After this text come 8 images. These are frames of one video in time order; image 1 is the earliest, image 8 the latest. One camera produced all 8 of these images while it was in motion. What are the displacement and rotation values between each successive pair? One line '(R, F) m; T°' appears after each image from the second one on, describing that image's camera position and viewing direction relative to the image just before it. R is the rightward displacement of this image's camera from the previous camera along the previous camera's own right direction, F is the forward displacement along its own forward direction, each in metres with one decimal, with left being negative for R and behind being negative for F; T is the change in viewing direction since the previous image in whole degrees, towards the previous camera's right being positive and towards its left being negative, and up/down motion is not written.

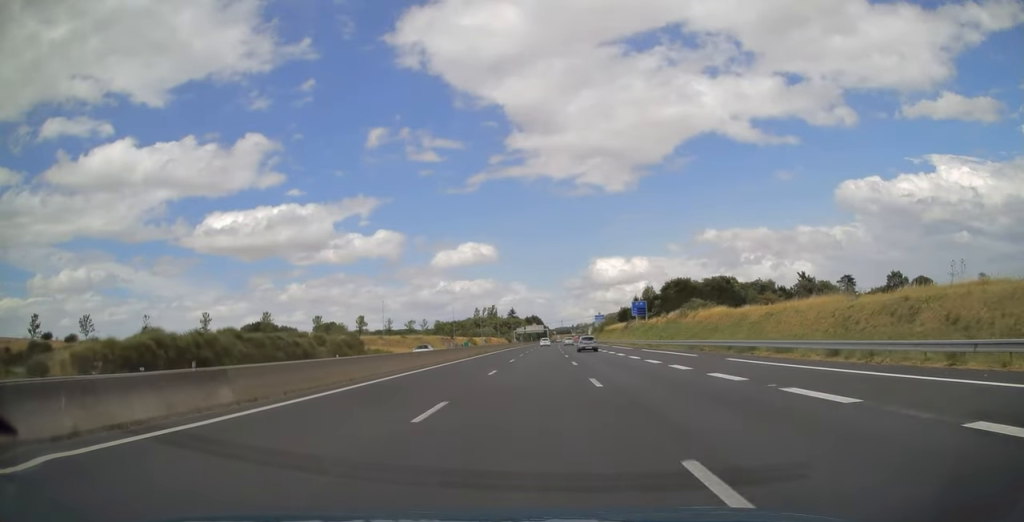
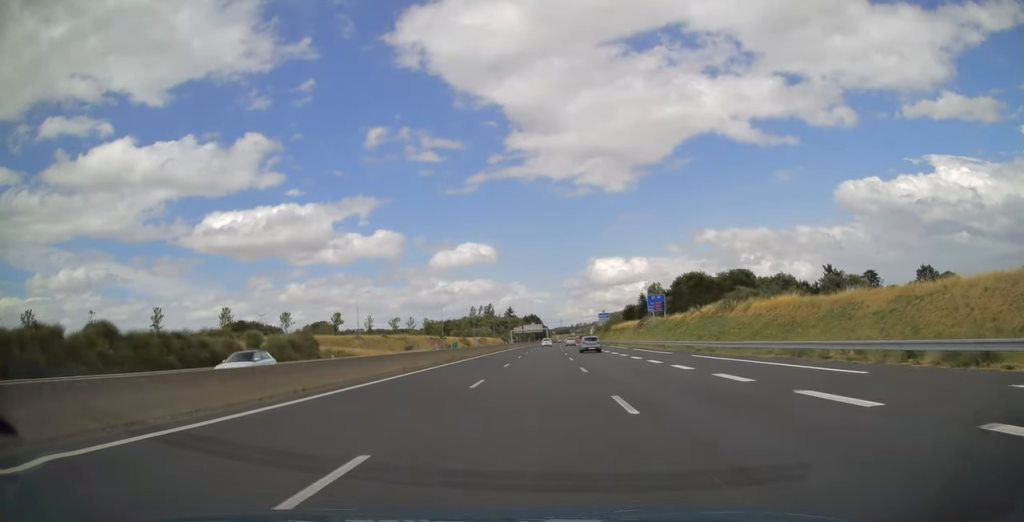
(+0.1, +18.9) m; 0°
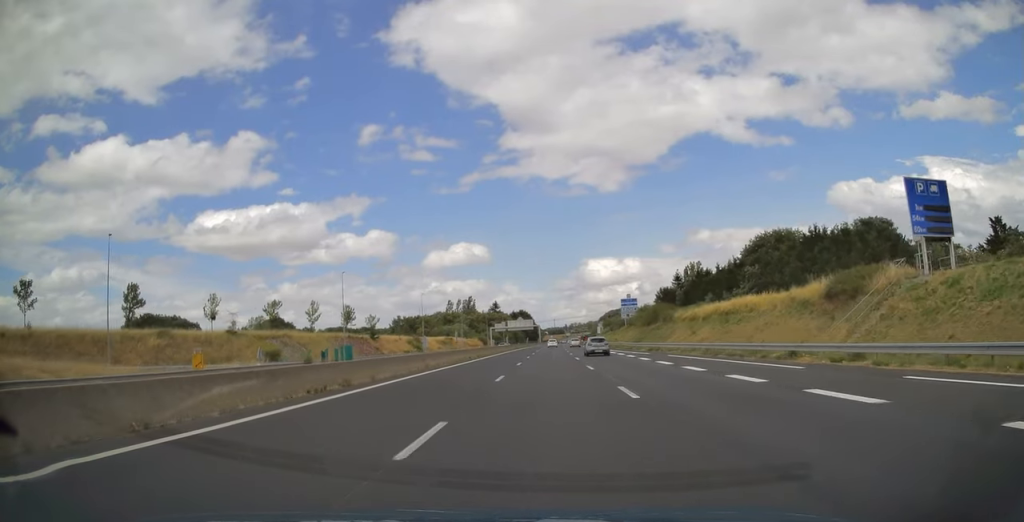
(+0.2, +74.8) m; +1°
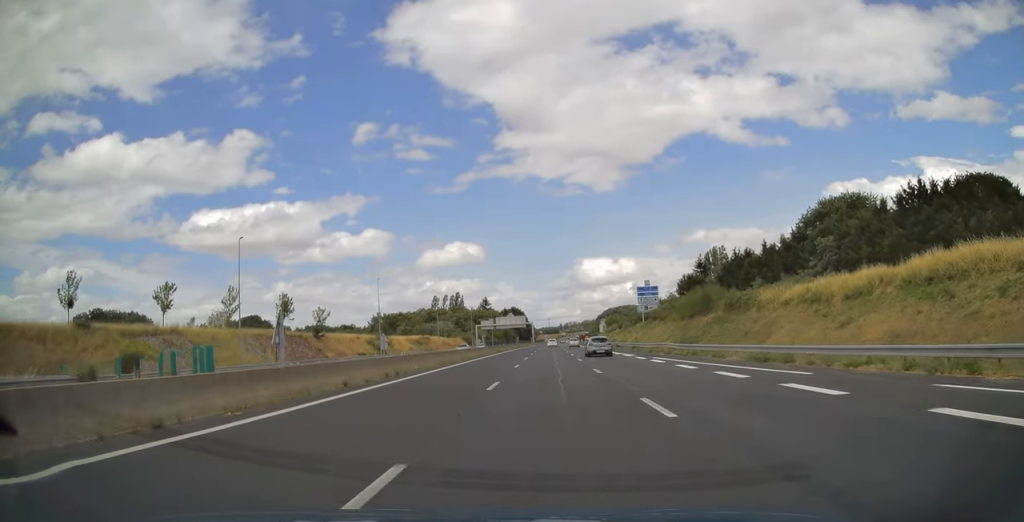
(+0.2, +29.3) m; +1°
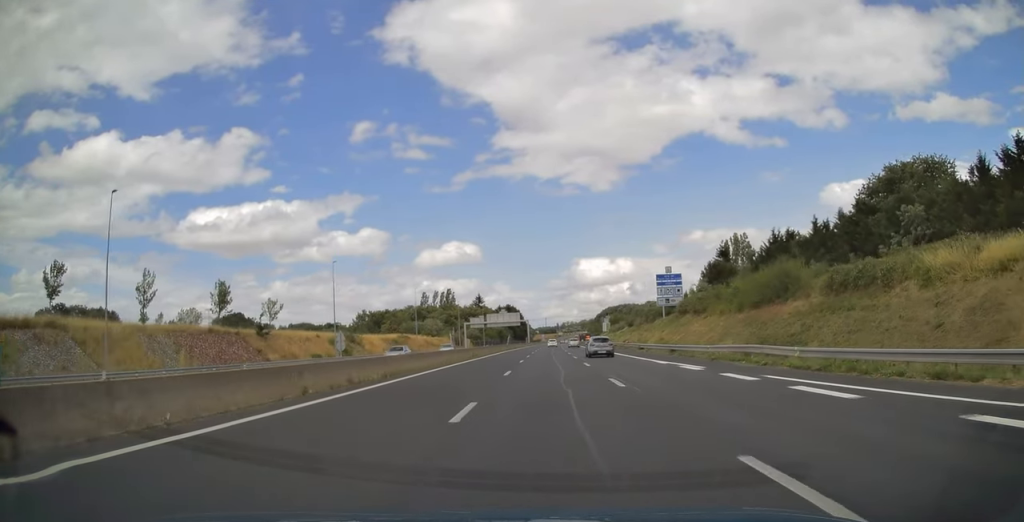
(+0.2, +19.5) m; 0°
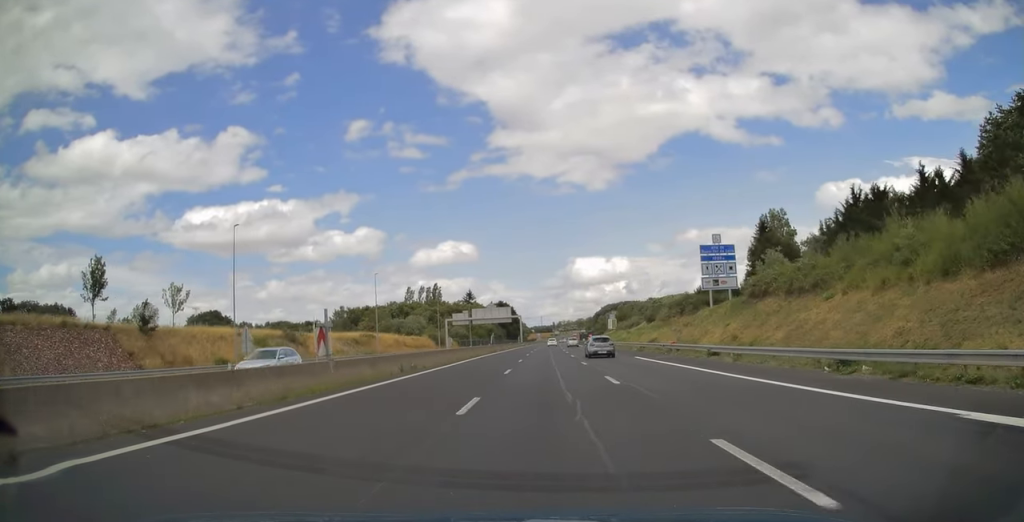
(0.0, +24.9) m; 0°
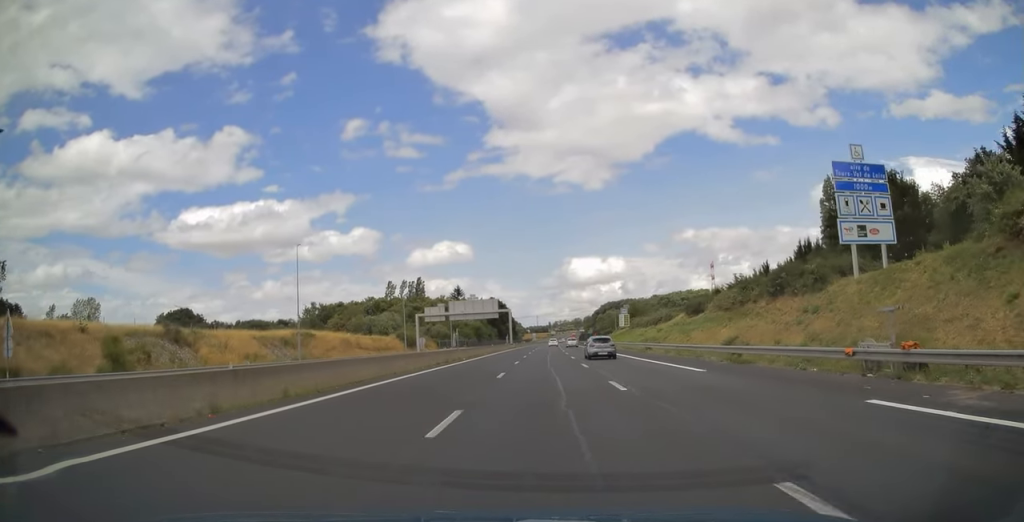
(0.0, +28.2) m; 0°
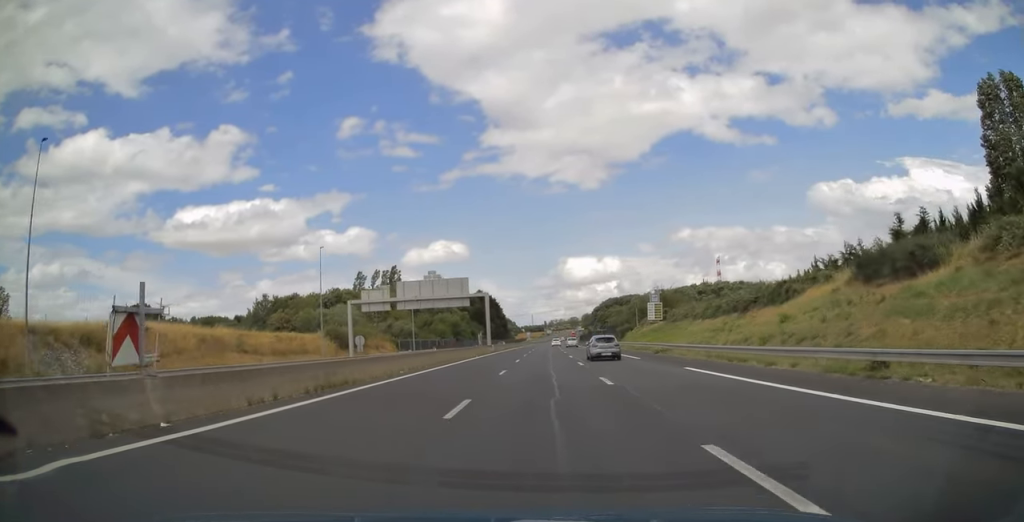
(+0.1, +36.9) m; 0°
